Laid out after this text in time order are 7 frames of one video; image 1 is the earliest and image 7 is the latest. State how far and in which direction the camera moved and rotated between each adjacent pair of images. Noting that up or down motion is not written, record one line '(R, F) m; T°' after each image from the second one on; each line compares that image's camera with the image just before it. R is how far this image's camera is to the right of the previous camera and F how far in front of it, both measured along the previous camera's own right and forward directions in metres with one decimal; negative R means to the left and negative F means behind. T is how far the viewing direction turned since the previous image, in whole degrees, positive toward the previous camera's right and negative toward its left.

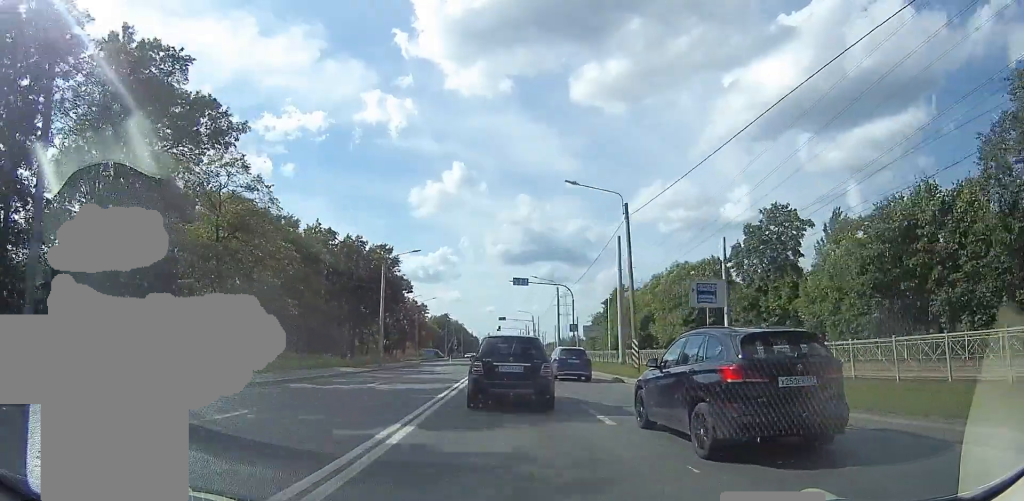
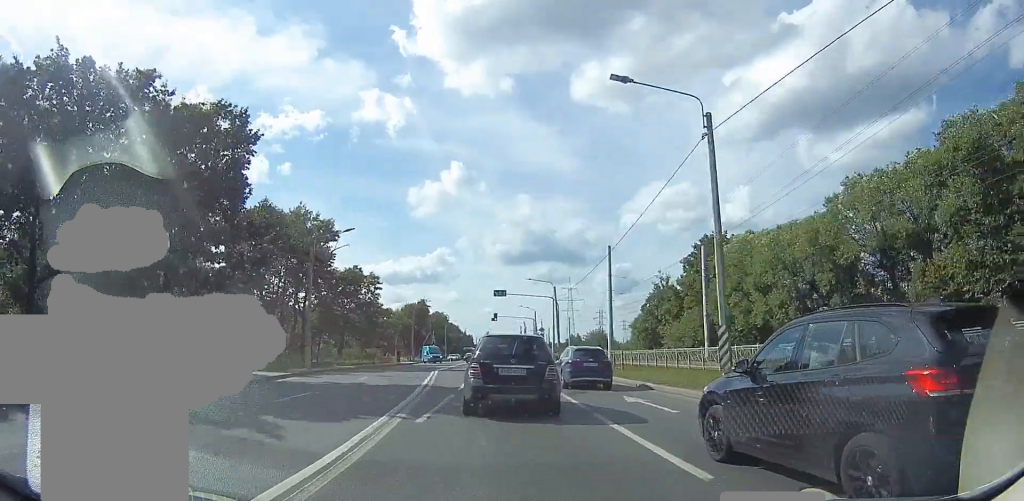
(+0.4, +42.7) m; -1°
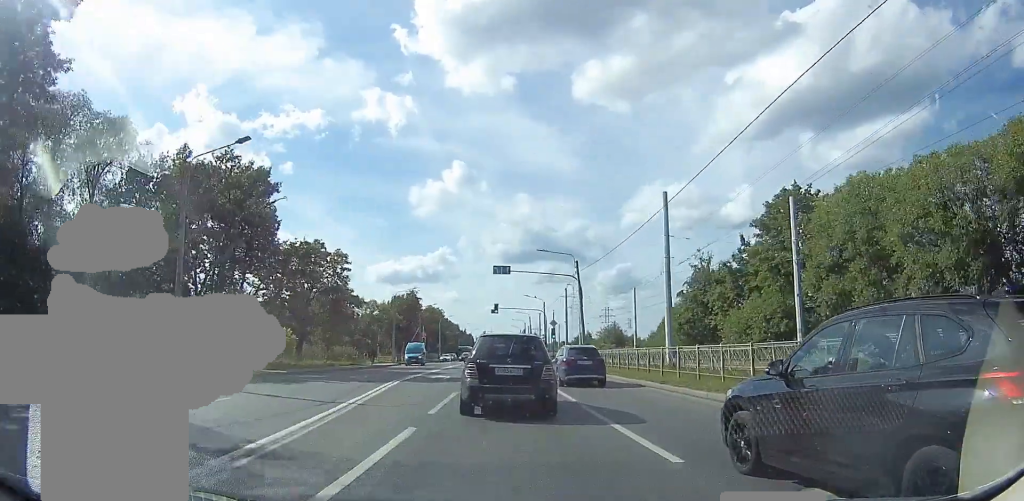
(0.0, +15.4) m; 0°
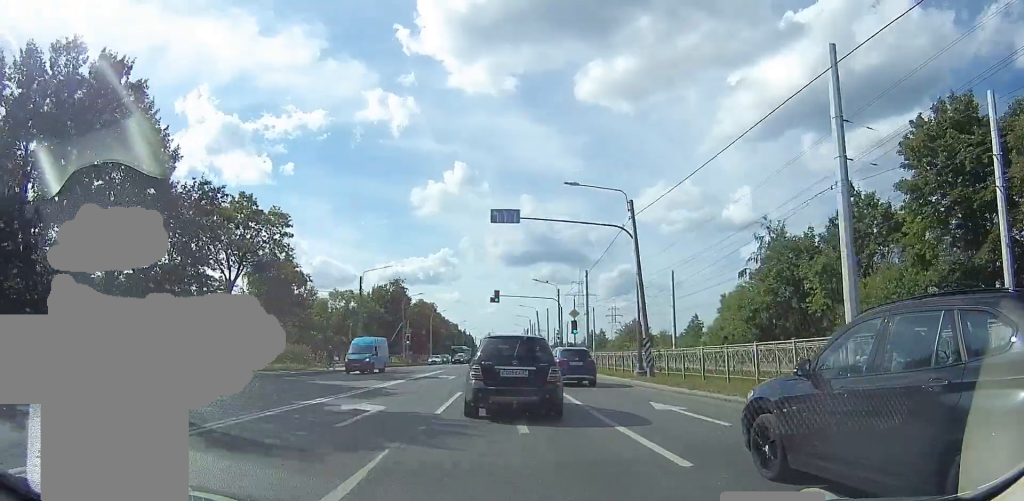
(0.0, +16.3) m; +1°
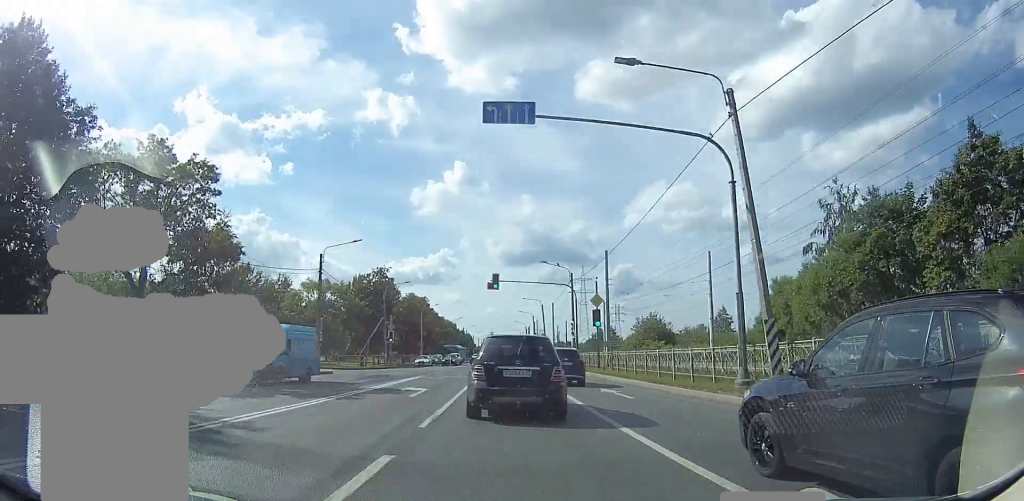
(+0.1, +10.7) m; 0°
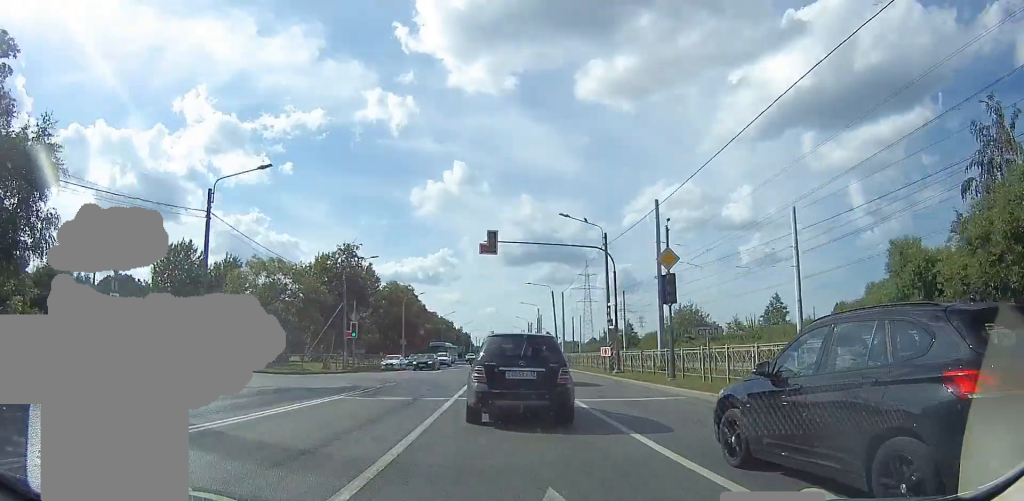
(0.0, +15.1) m; 0°
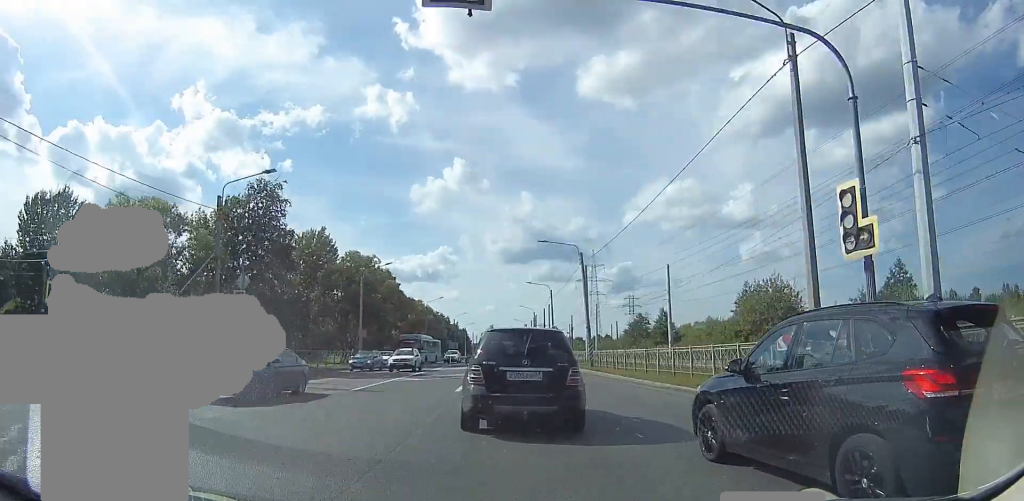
(0.0, +21.0) m; 0°
